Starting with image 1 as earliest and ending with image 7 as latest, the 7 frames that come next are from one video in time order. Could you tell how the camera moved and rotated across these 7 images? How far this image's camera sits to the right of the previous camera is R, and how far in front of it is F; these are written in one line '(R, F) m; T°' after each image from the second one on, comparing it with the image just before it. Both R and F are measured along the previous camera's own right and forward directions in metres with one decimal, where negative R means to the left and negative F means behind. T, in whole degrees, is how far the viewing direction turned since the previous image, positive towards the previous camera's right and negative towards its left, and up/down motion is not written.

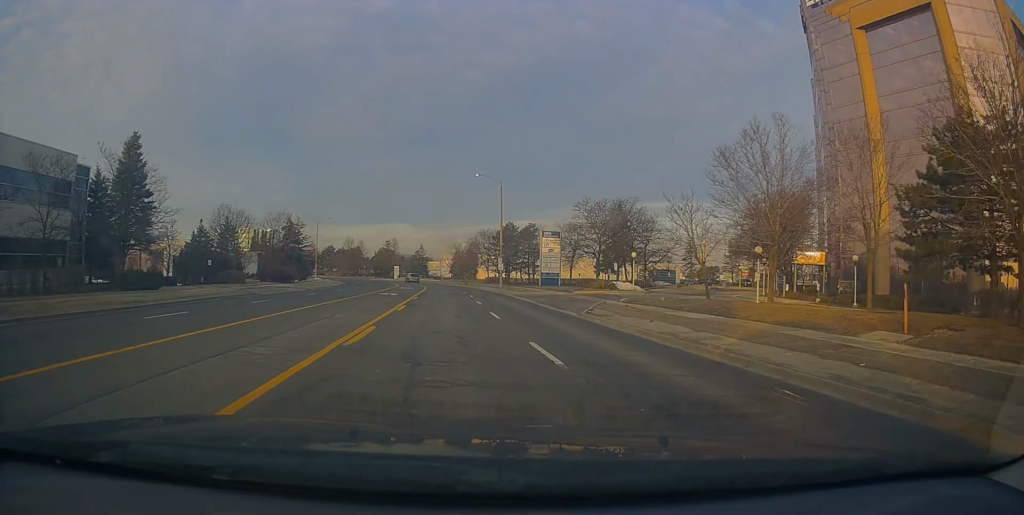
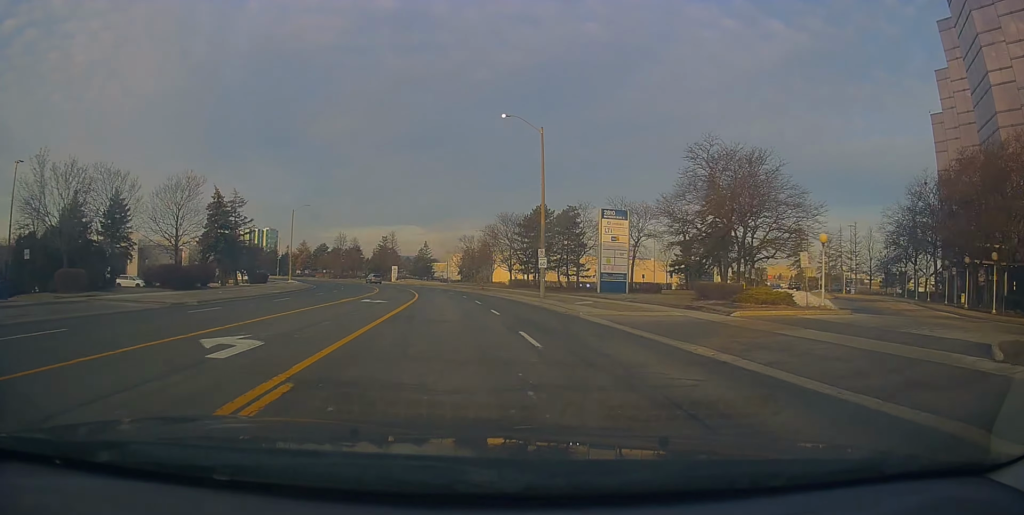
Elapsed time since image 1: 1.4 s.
(-0.1, +26.9) m; 0°
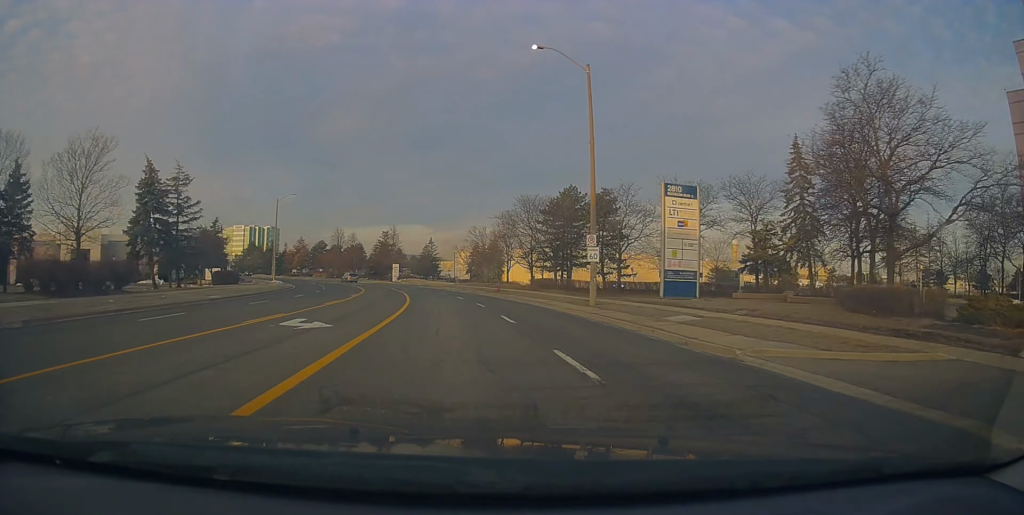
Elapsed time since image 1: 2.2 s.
(+0.3, +13.8) m; 0°
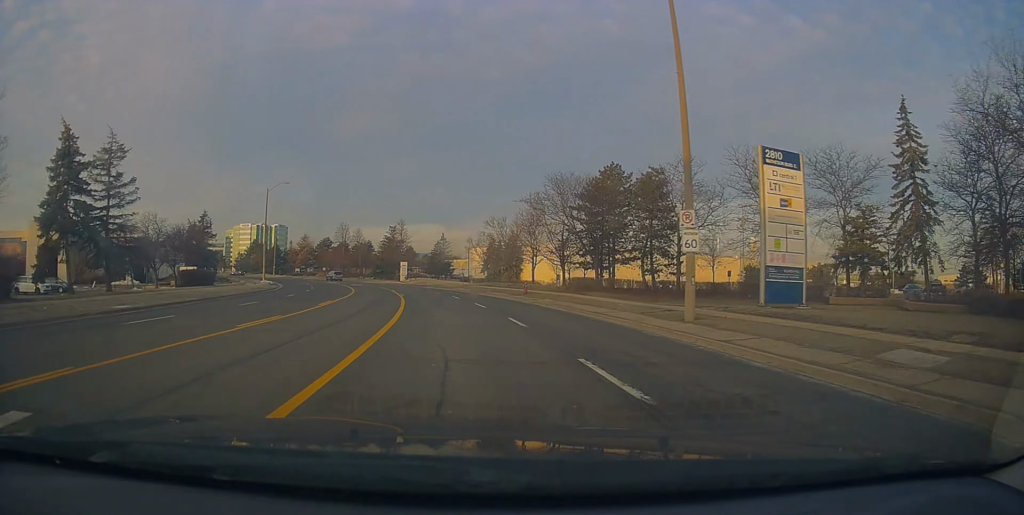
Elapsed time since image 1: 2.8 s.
(+0.1, +11.2) m; -1°
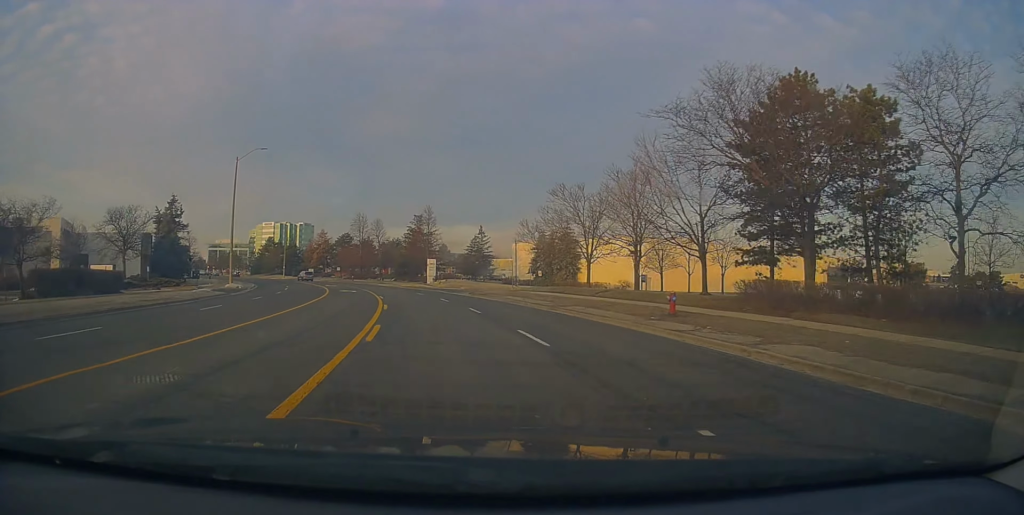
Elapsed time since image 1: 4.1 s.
(-1.2, +23.9) m; -5°
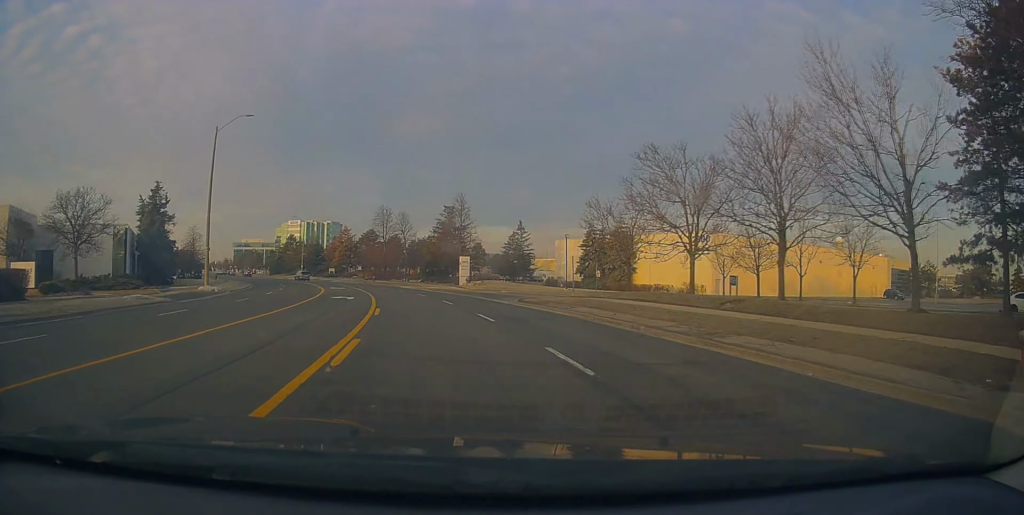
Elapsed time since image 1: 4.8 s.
(-0.3, +13.3) m; -3°
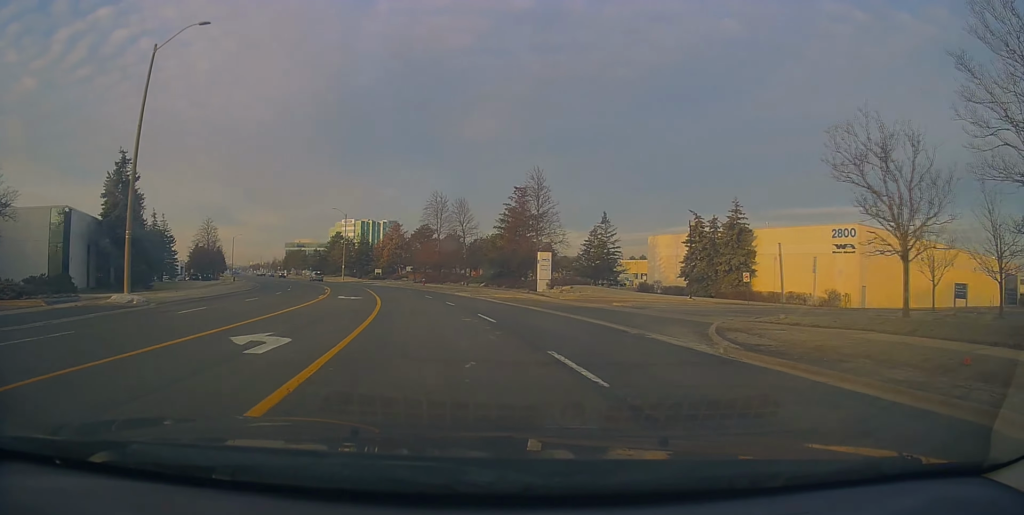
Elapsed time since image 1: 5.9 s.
(-0.8, +19.5) m; -6°
